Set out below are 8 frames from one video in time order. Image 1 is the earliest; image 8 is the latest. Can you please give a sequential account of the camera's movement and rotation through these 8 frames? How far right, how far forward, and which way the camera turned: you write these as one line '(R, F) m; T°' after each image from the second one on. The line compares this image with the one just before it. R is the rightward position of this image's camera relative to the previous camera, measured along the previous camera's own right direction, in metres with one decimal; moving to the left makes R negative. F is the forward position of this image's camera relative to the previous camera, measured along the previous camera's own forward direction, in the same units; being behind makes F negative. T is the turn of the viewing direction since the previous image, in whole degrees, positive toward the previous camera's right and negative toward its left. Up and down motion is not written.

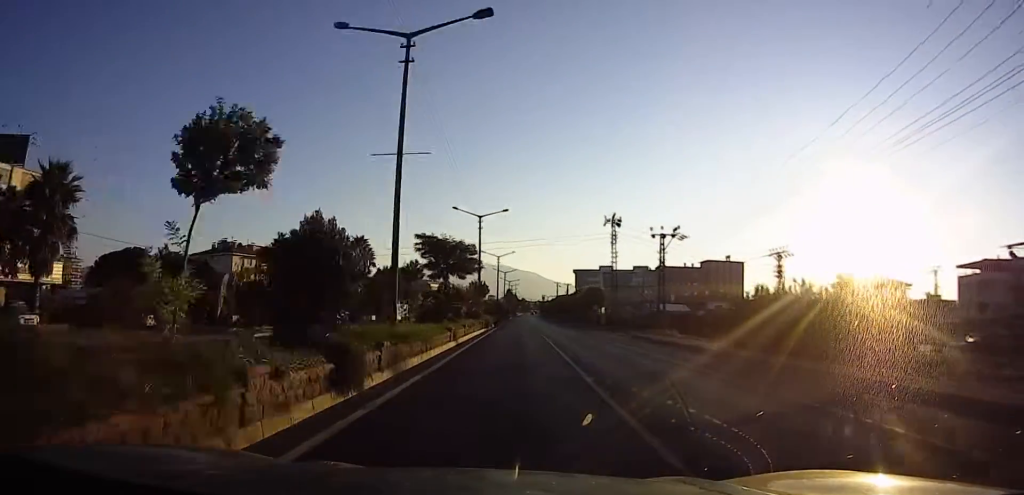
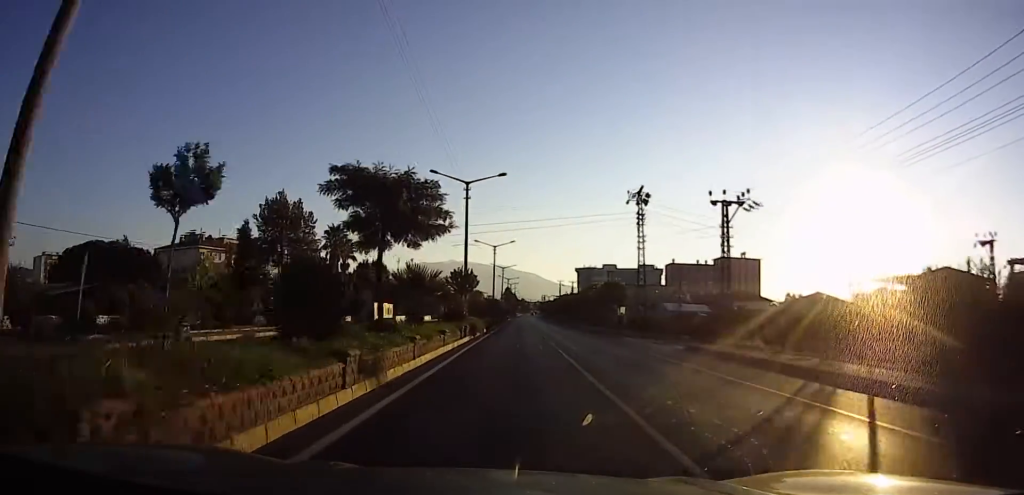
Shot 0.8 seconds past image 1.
(-0.2, +14.9) m; -1°
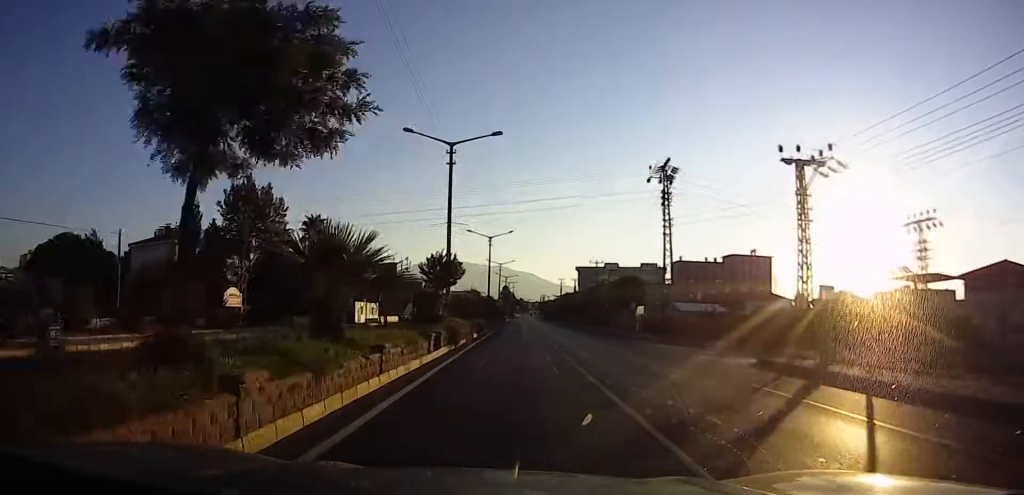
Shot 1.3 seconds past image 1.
(0.0, +9.4) m; 0°
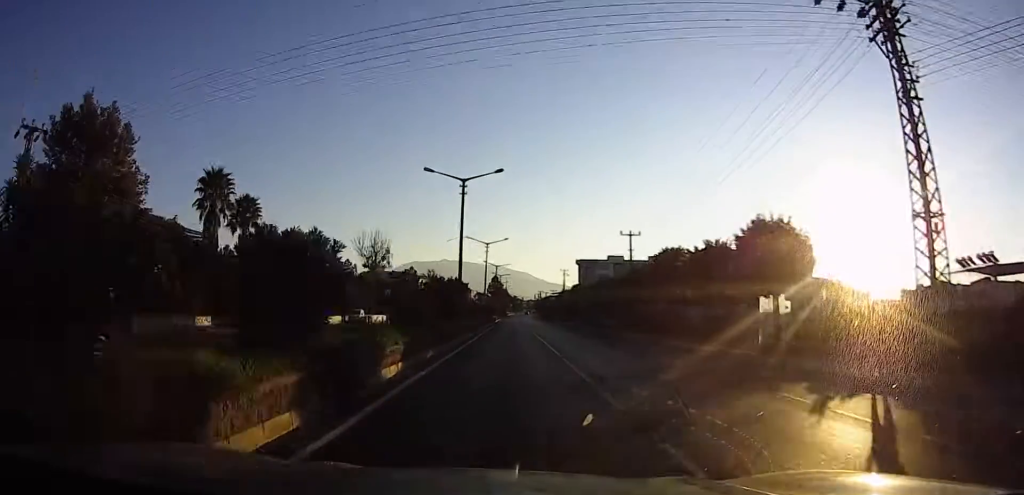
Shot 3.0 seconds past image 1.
(+0.1, +28.3) m; 0°
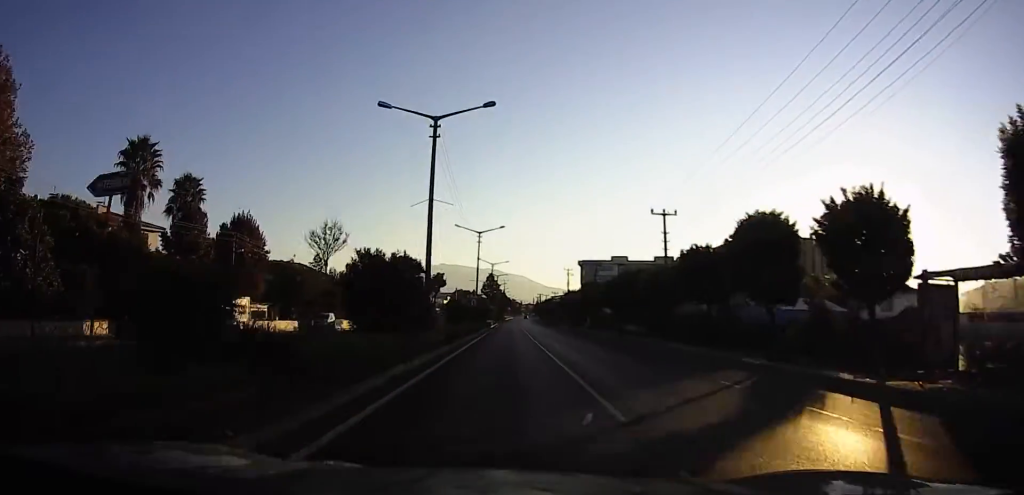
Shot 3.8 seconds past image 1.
(0.0, +13.0) m; 0°
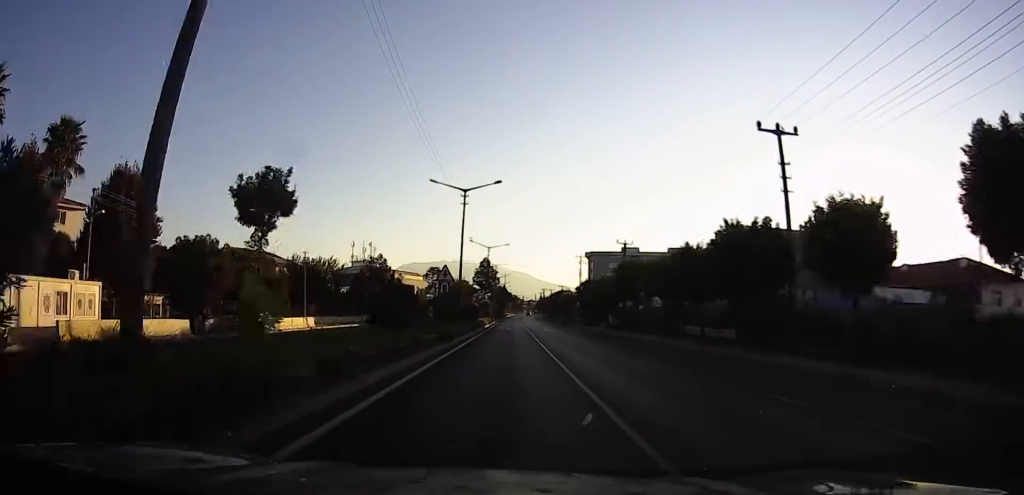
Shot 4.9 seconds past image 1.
(0.0, +18.2) m; 0°
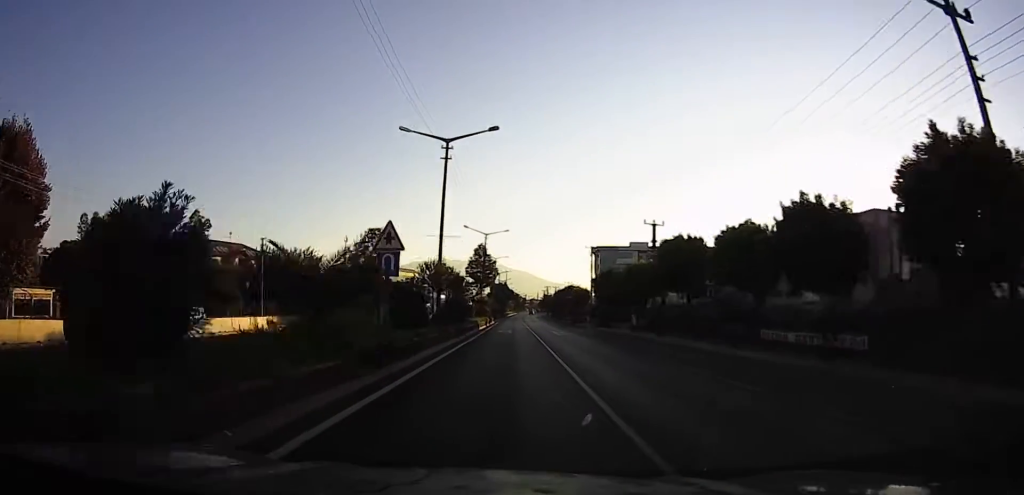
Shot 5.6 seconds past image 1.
(0.0, +11.4) m; 0°
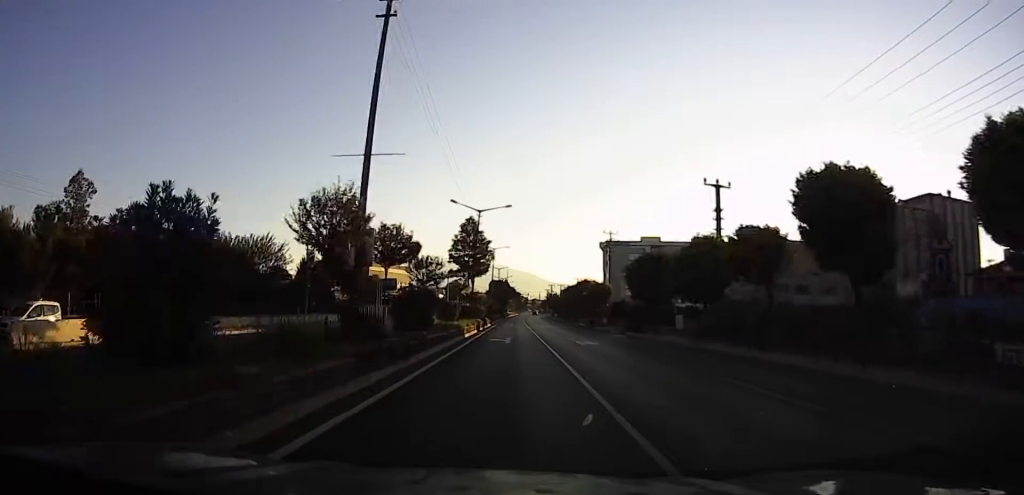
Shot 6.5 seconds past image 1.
(0.0, +14.8) m; 0°
